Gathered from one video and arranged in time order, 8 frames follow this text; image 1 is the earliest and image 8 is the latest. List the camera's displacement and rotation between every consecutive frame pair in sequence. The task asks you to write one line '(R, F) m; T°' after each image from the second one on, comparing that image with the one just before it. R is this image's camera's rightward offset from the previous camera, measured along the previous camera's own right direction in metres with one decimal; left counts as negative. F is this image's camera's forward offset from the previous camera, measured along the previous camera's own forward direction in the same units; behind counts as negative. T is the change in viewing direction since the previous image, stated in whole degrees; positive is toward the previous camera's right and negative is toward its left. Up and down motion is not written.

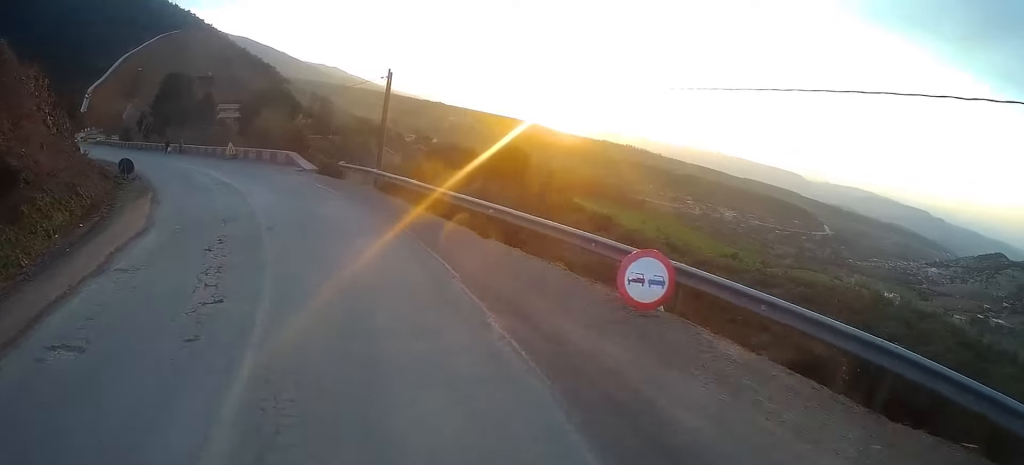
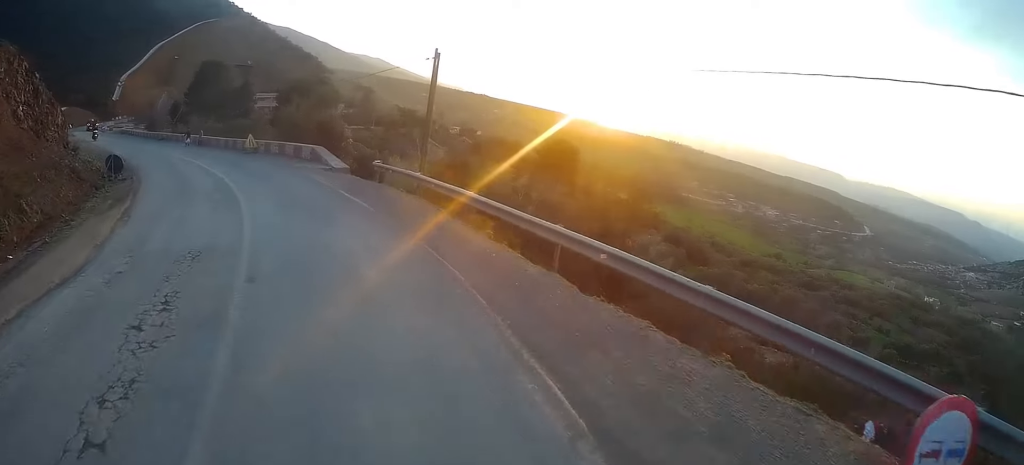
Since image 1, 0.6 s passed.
(-0.5, +5.3) m; -6°
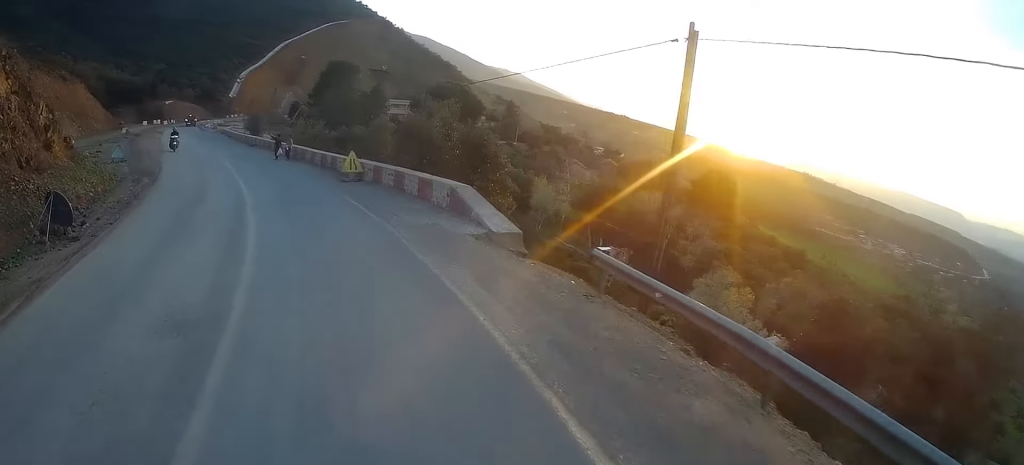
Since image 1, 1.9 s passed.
(-1.6, +12.9) m; -10°
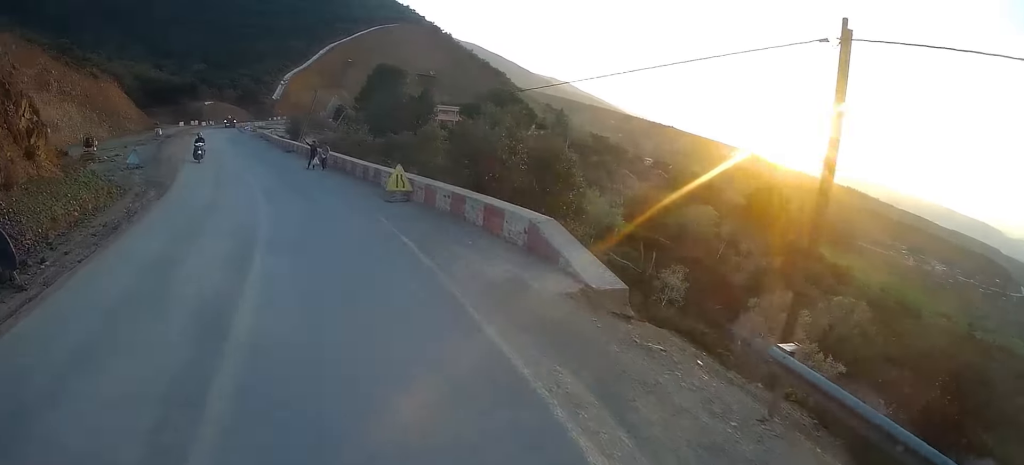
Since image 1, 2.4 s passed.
(0.0, +4.1) m; -3°
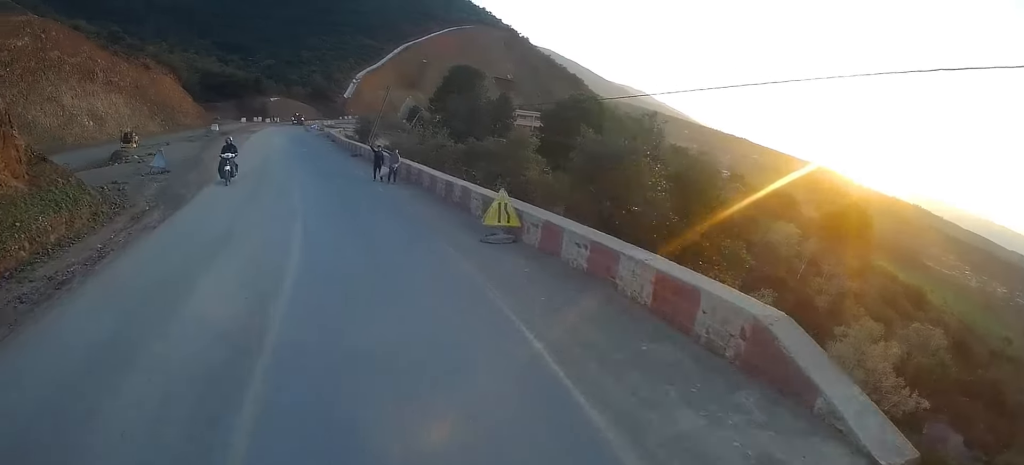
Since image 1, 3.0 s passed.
(-0.4, +6.0) m; -5°
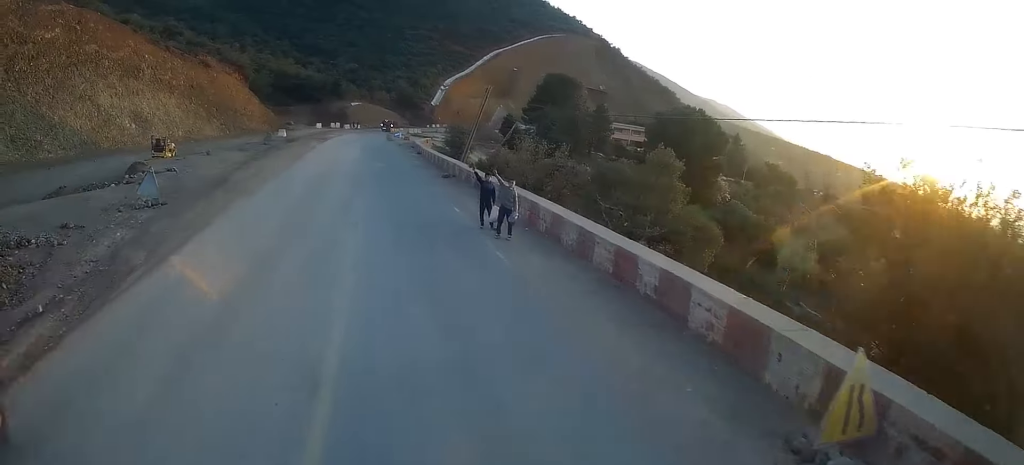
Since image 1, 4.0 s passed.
(-0.7, +9.3) m; -5°
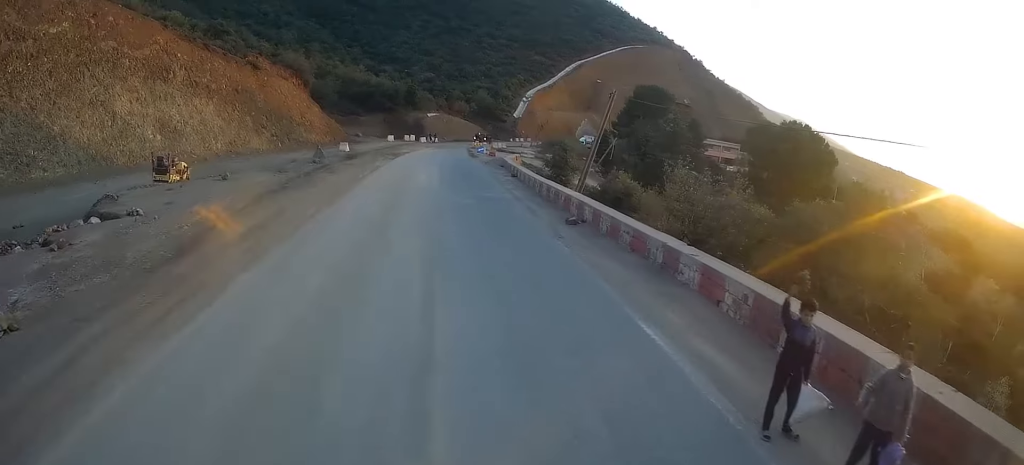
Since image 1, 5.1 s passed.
(-0.2, +10.6) m; 0°
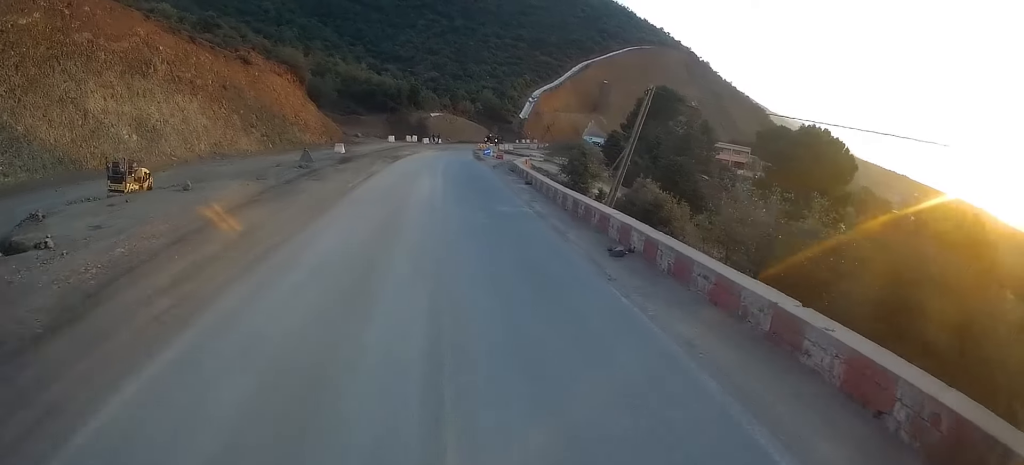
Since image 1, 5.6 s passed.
(+0.1, +4.8) m; +1°
